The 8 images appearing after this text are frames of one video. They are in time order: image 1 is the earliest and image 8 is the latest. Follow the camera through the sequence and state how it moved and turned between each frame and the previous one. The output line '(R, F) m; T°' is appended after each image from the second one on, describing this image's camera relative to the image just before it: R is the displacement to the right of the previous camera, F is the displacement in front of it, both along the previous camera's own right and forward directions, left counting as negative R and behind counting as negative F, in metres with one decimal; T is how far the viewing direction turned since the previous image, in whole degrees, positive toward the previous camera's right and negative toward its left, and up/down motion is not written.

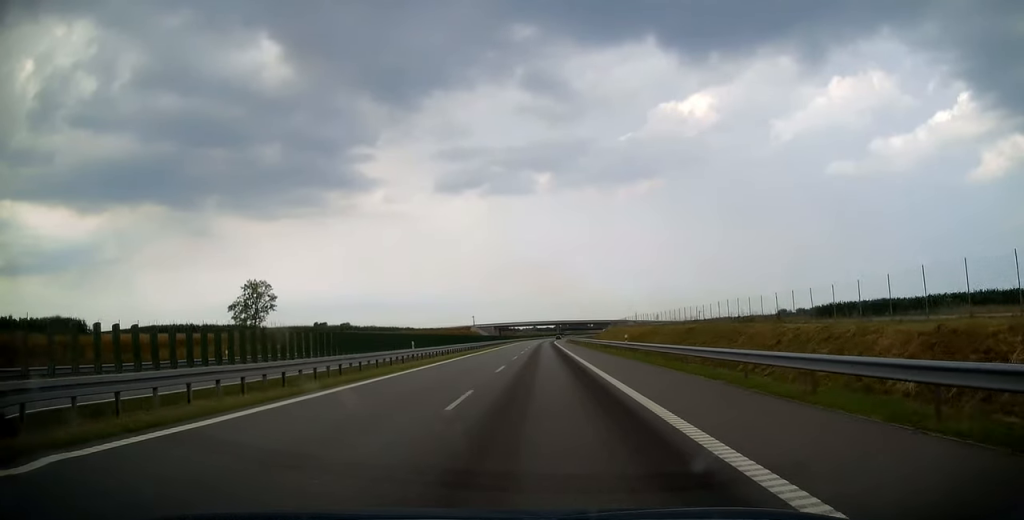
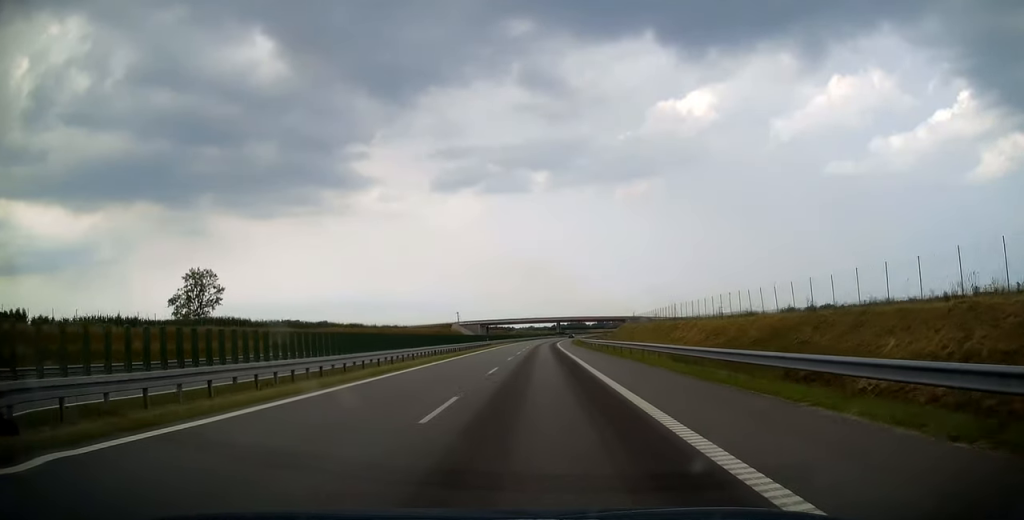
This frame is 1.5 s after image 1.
(-0.2, +49.3) m; 0°
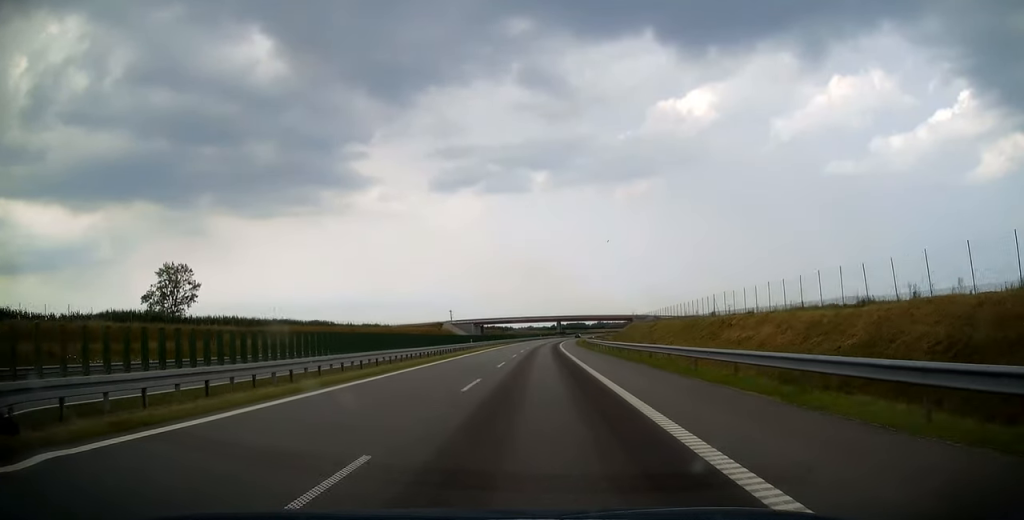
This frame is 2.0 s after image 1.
(+0.1, +18.5) m; 0°
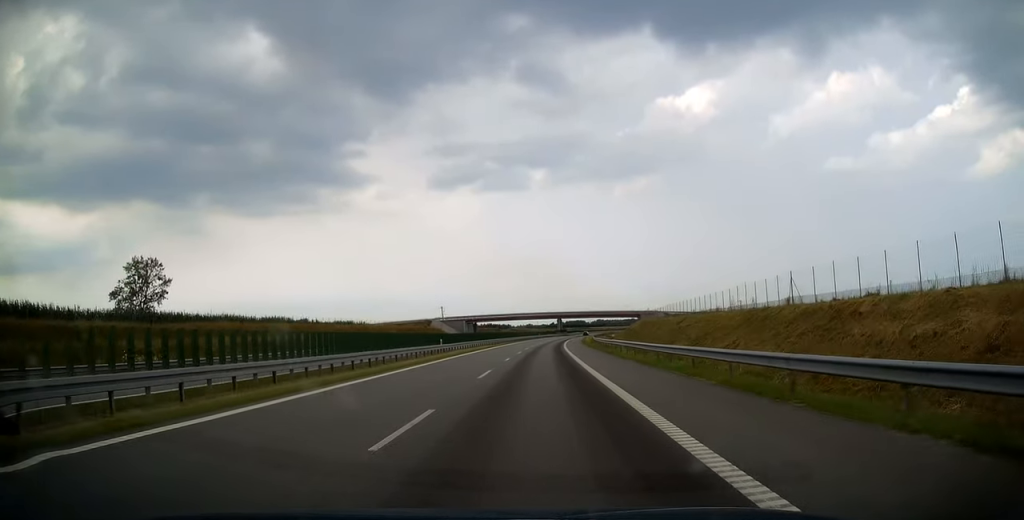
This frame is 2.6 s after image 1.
(0.0, +19.7) m; 0°
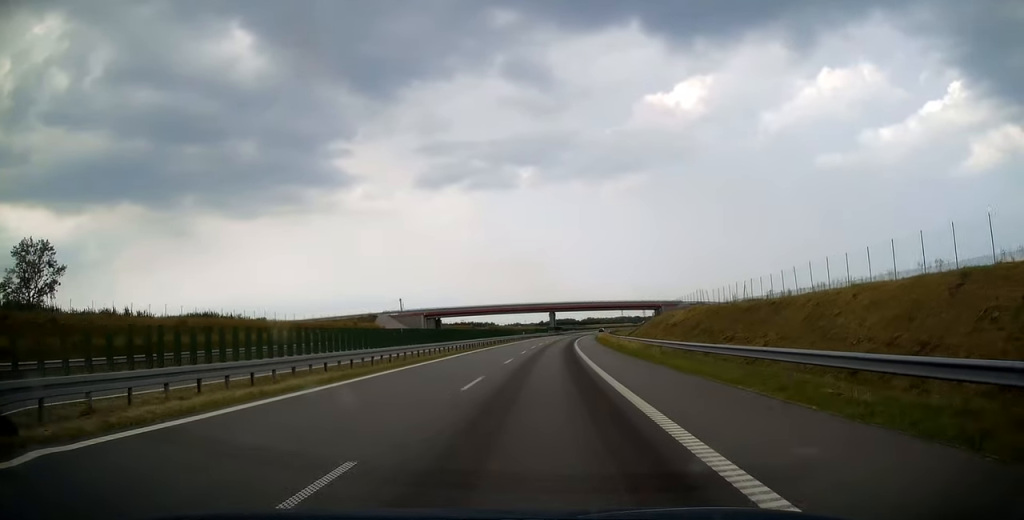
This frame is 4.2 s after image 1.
(+0.1, +52.4) m; +1°
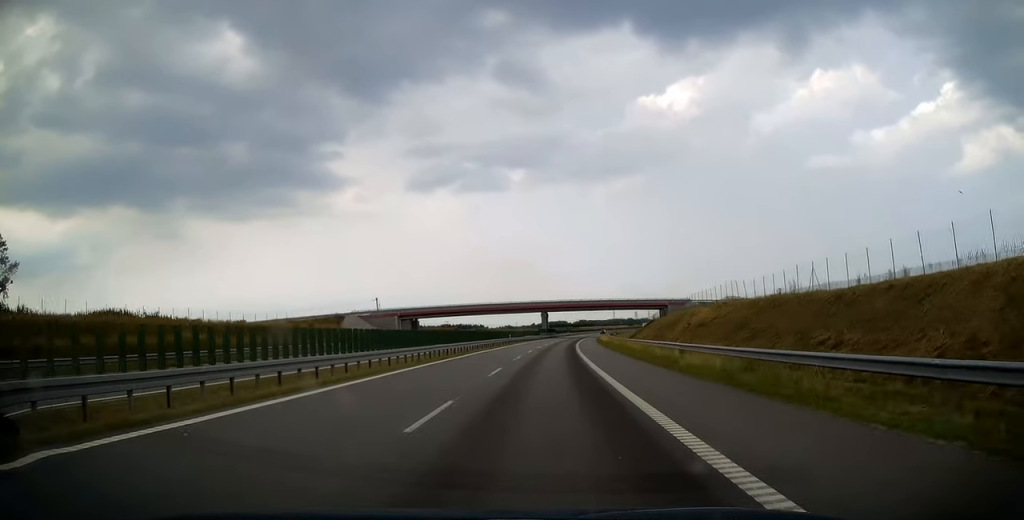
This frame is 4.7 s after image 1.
(-0.1, +17.7) m; +1°
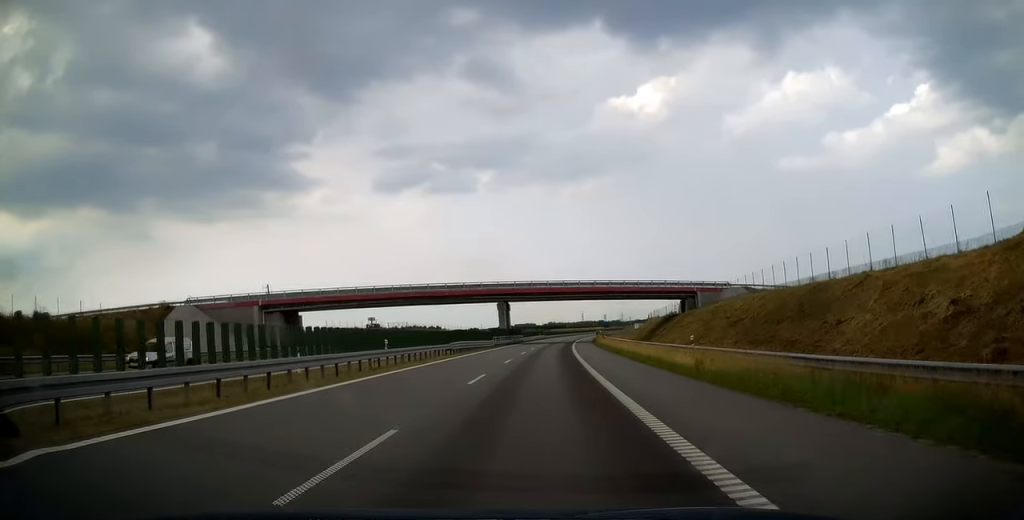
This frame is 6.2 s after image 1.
(+1.5, +51.5) m; +2°
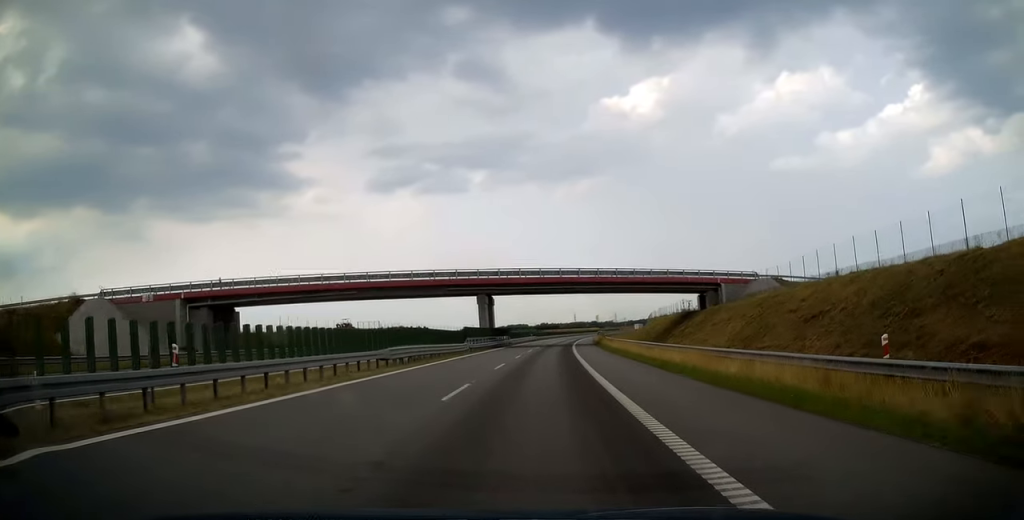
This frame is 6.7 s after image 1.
(-0.1, +16.0) m; 0°
